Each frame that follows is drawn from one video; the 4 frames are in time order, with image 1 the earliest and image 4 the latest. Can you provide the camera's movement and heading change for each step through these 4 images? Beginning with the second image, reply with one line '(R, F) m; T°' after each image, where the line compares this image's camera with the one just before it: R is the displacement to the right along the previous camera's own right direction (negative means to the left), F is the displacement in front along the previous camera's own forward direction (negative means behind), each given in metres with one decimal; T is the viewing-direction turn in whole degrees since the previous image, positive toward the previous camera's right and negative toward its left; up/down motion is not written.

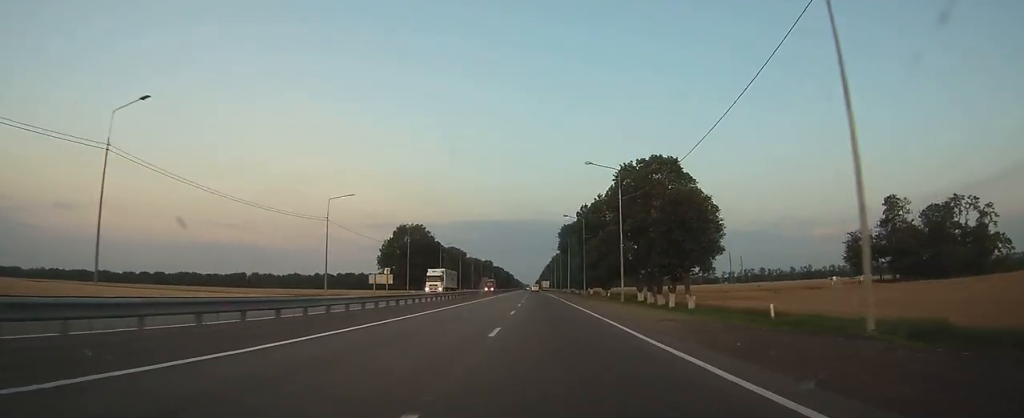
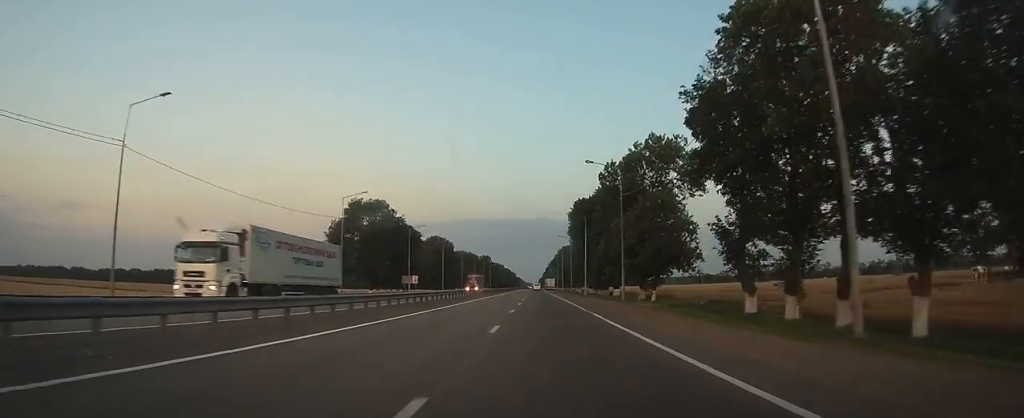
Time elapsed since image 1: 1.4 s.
(+0.1, +35.7) m; 0°
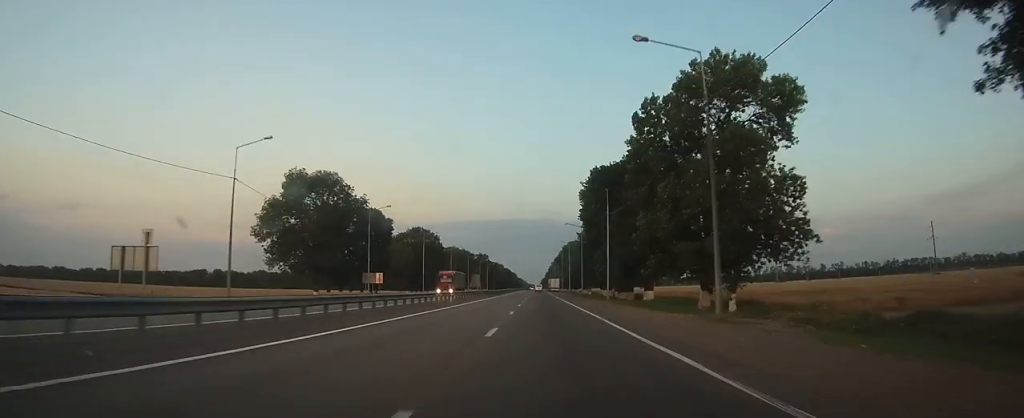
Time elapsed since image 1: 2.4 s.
(0.0, +25.0) m; 0°
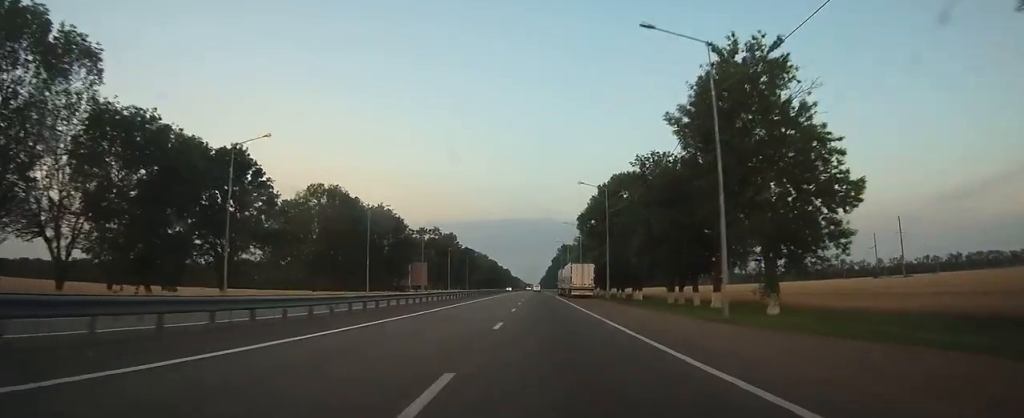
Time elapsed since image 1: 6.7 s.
(-1.4, +105.0) m; -1°
